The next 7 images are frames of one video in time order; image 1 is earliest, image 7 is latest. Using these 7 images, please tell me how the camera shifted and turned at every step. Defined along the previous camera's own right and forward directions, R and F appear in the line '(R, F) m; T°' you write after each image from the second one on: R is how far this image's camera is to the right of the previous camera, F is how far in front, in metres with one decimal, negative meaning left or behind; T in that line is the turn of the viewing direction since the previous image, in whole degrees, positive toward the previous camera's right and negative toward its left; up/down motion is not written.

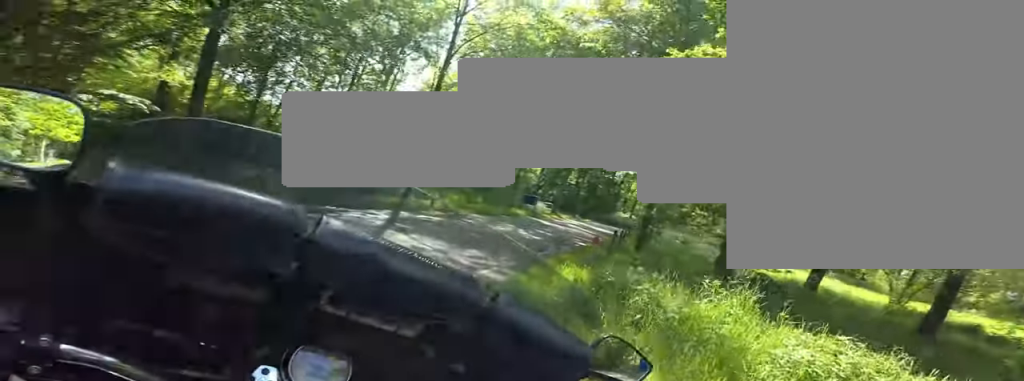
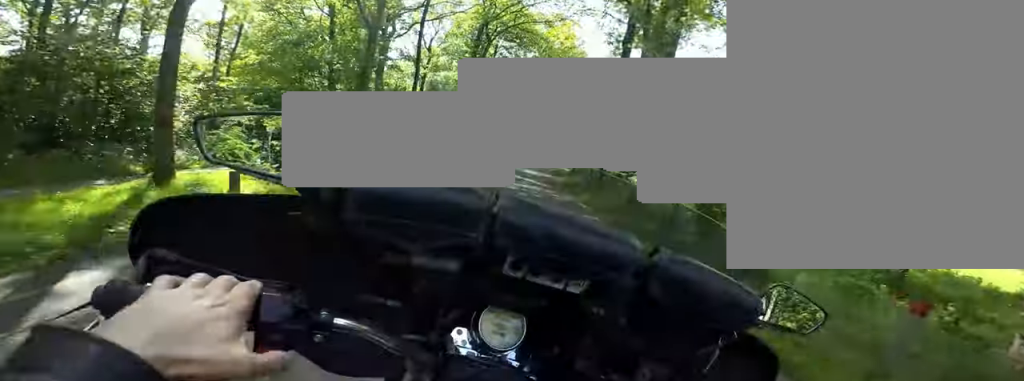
(+3.1, +7.6) m; +42°
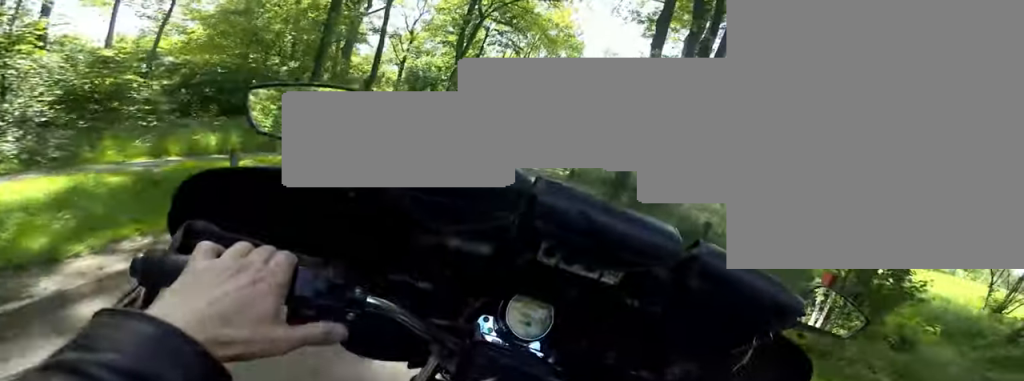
(+0.9, +3.8) m; 0°
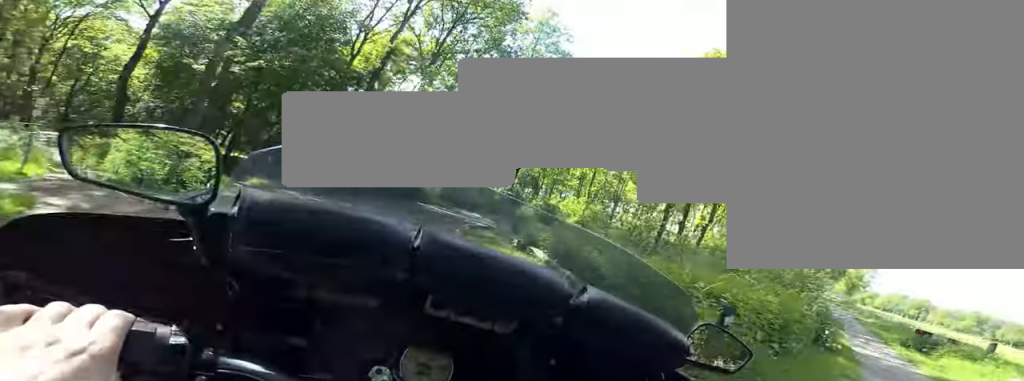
(+0.6, +17.3) m; +17°
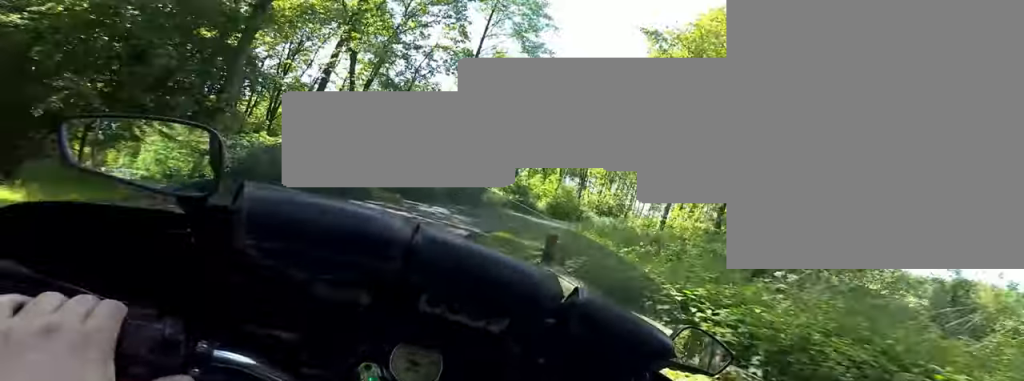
(+0.4, +5.6) m; +9°
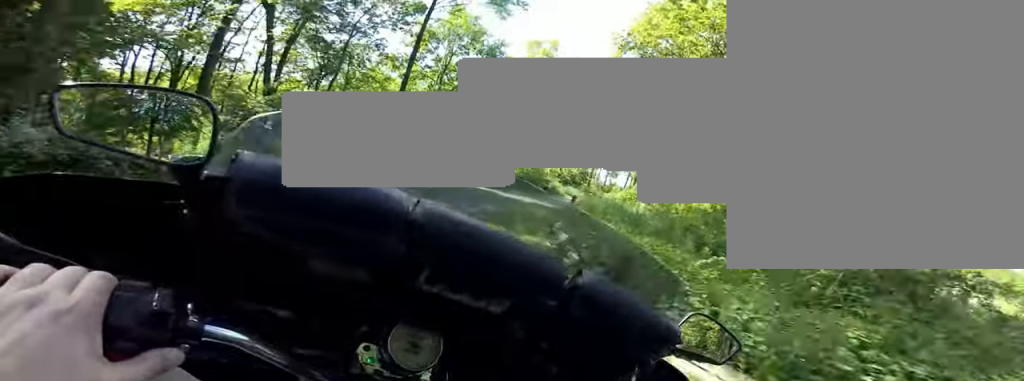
(+0.4, +3.0) m; +4°
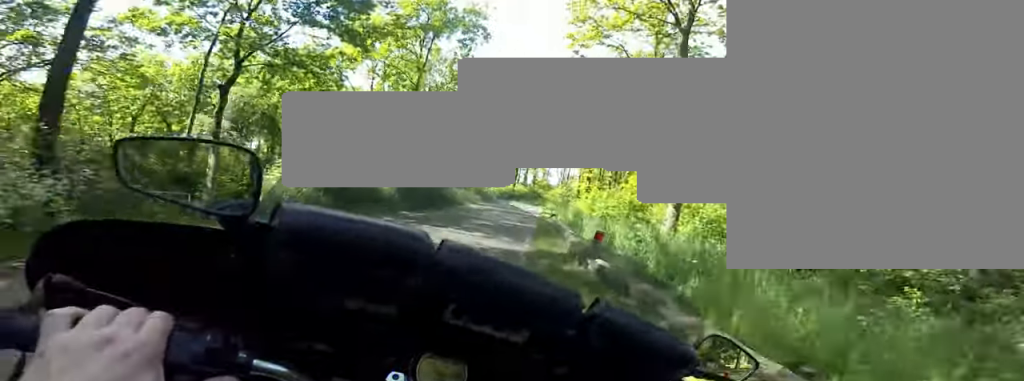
(+0.8, +9.7) m; +20°
